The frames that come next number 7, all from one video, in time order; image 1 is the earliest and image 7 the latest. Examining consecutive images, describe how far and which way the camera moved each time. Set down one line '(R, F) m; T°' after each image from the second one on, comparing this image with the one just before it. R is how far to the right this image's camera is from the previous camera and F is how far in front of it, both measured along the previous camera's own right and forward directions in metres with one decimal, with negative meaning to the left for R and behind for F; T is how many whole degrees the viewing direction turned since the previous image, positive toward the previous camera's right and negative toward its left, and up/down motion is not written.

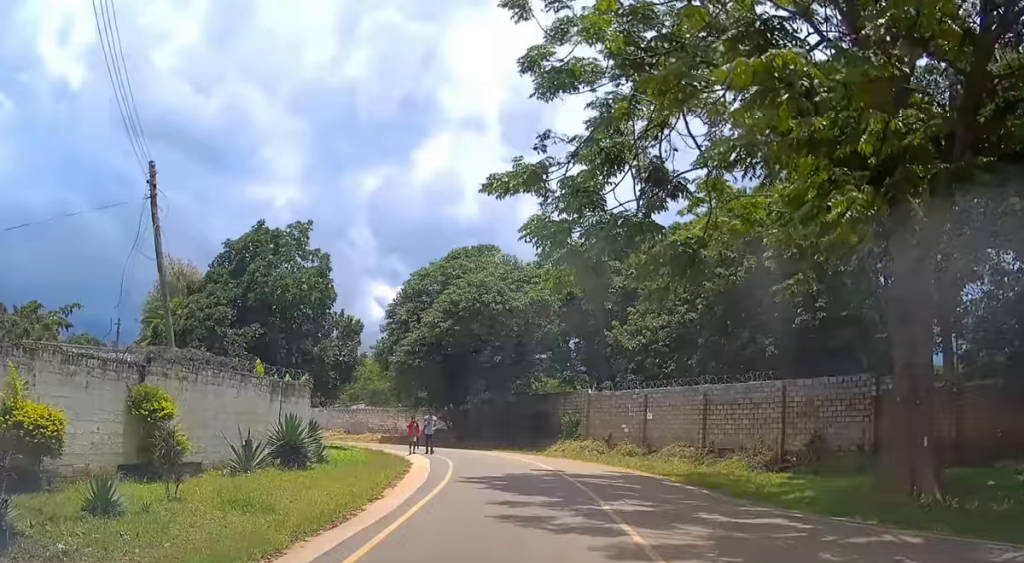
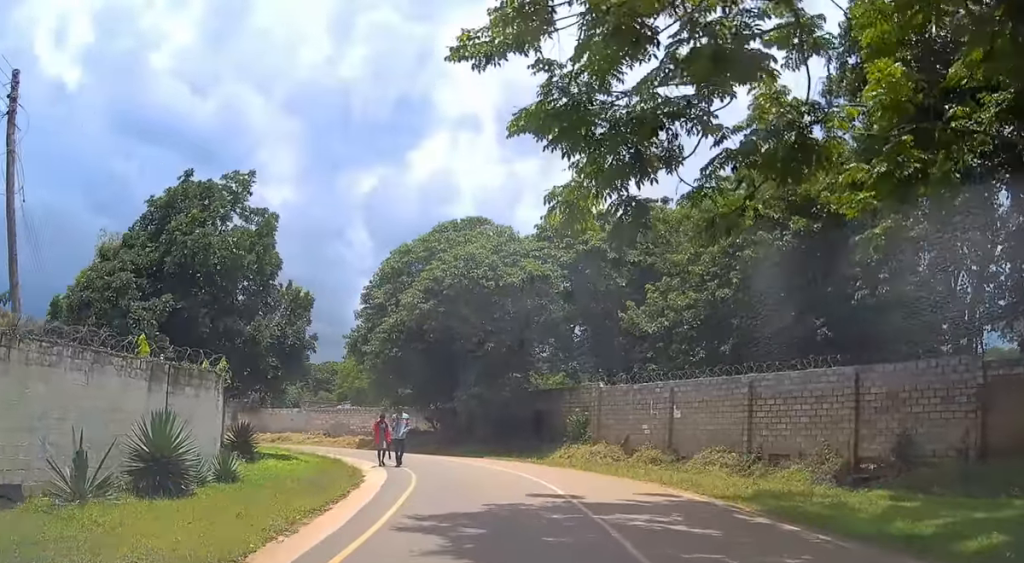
(+0.2, +6.7) m; +1°
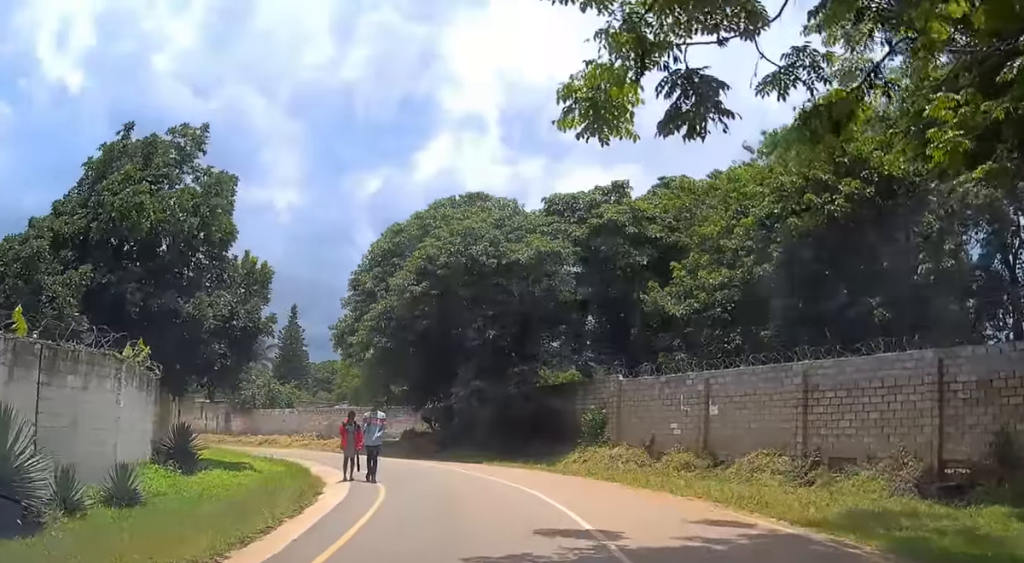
(0.0, +4.5) m; -1°
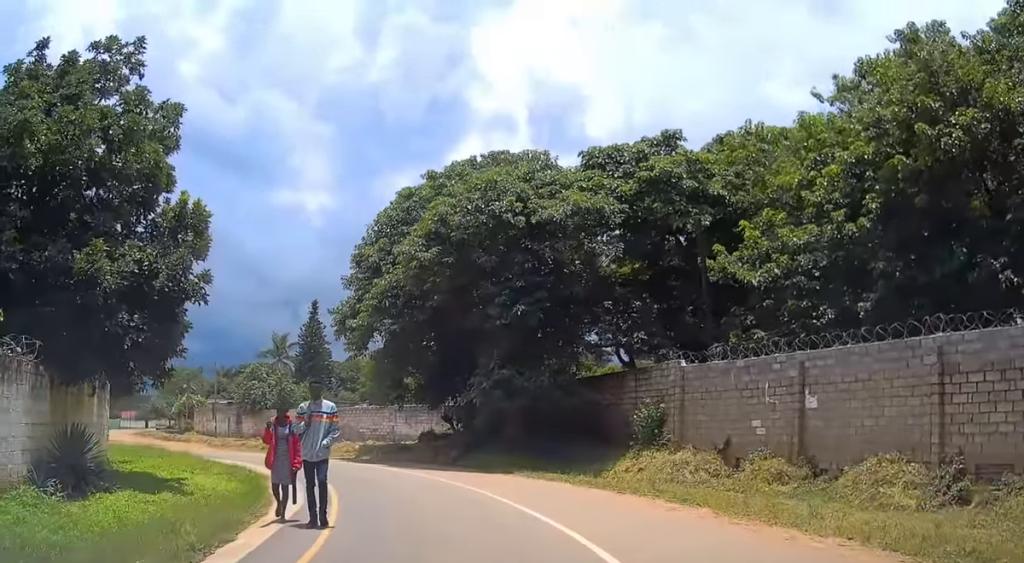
(0.0, +5.9) m; -3°
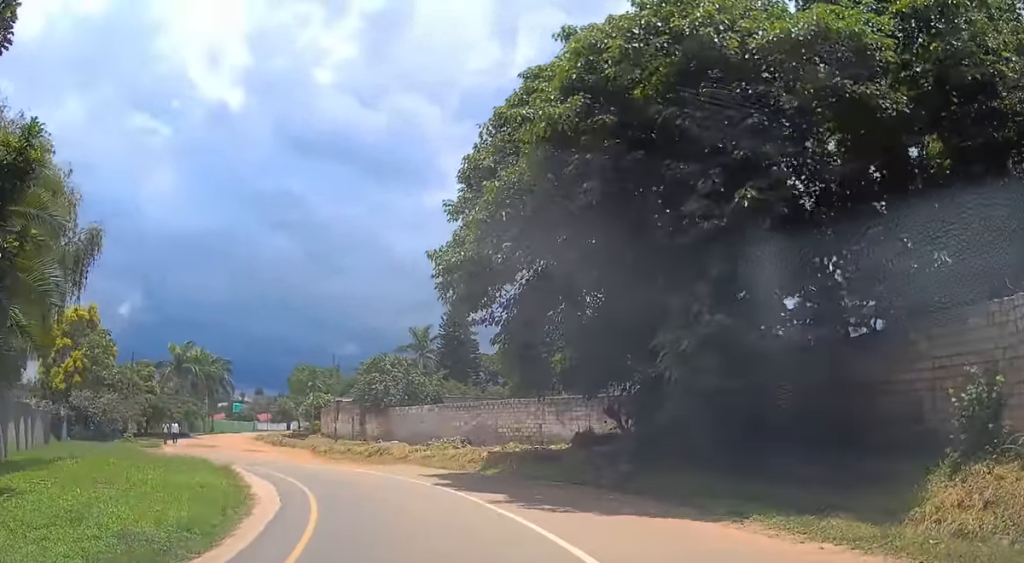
(-0.8, +11.1) m; -12°
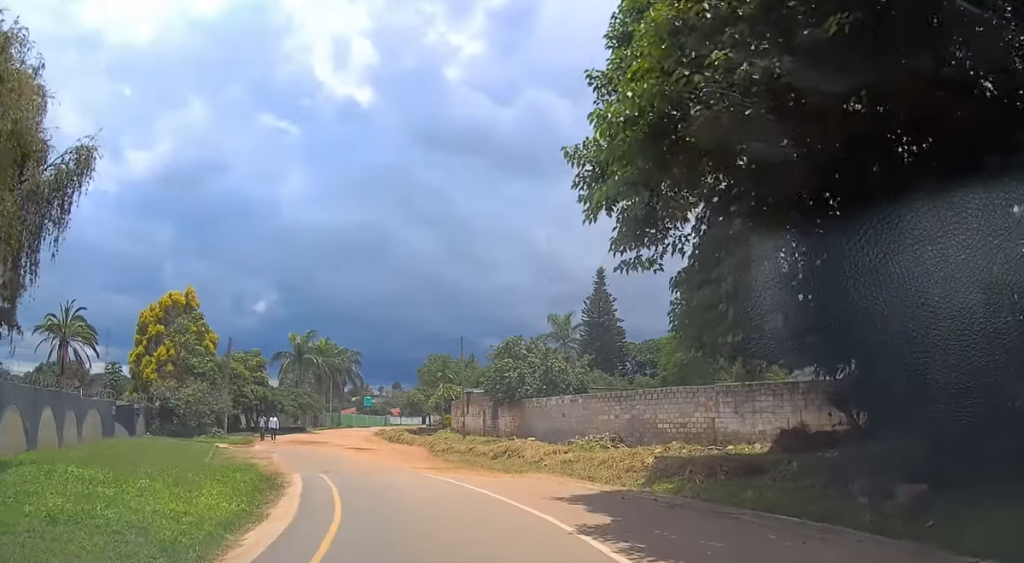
(-0.8, +7.5) m; -11°
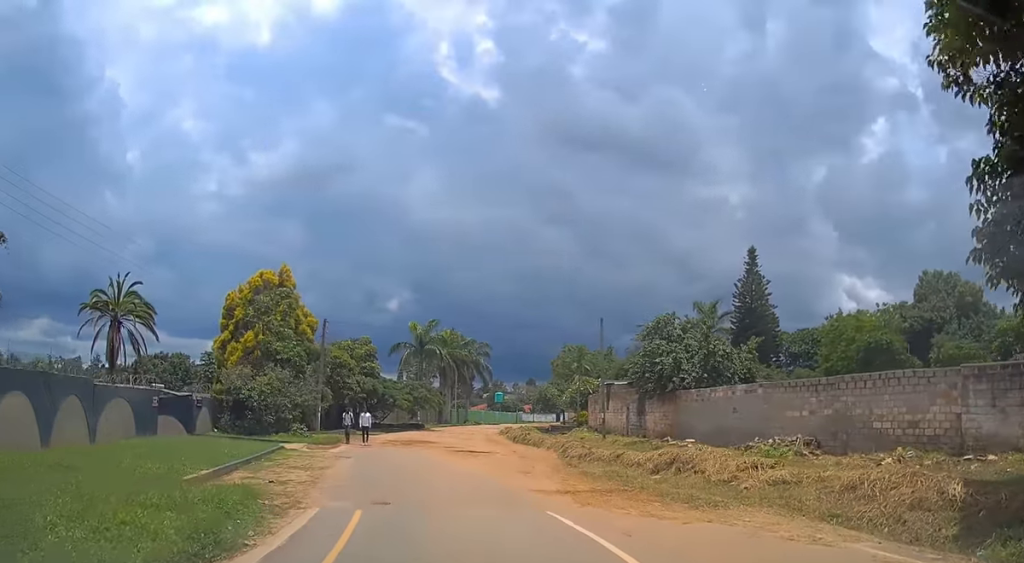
(-0.8, +8.9) m; -10°
